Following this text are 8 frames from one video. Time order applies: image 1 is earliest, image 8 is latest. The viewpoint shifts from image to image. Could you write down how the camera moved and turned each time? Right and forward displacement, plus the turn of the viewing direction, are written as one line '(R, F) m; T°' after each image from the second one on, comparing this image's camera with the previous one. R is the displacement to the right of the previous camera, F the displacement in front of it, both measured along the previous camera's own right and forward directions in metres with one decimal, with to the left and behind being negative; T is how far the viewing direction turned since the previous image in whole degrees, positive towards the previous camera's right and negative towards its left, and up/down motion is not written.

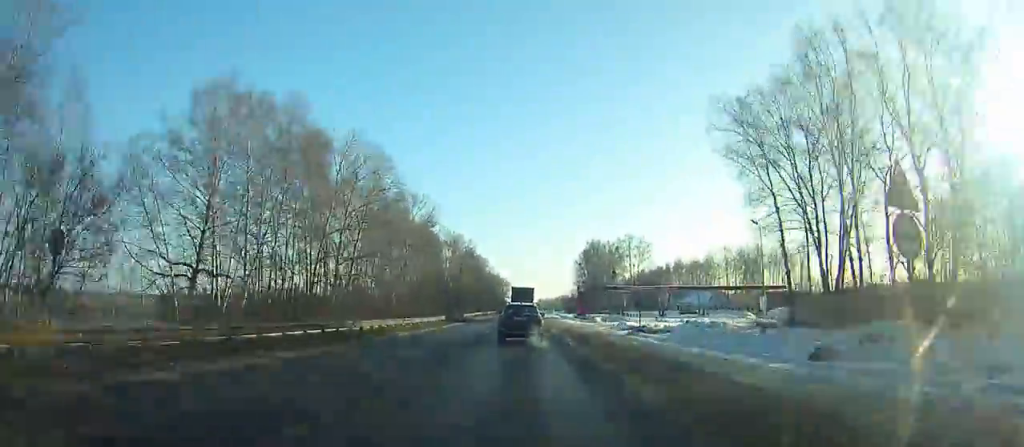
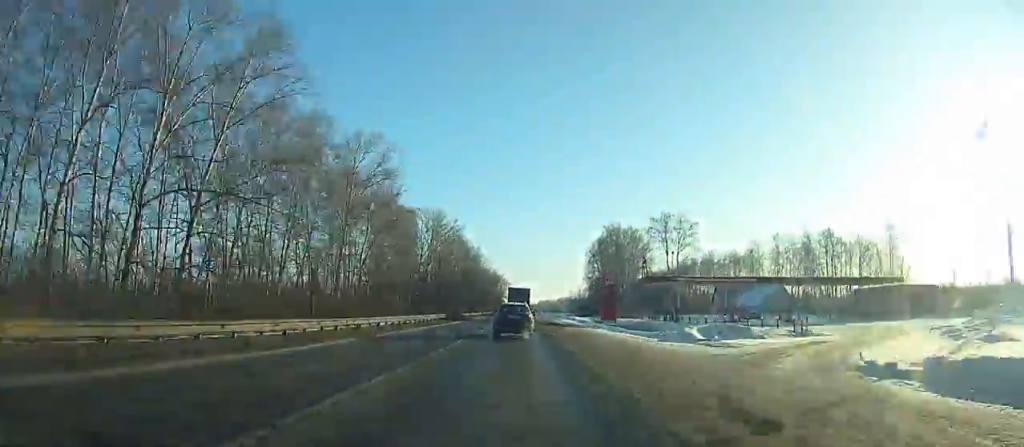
(+0.2, +39.3) m; 0°
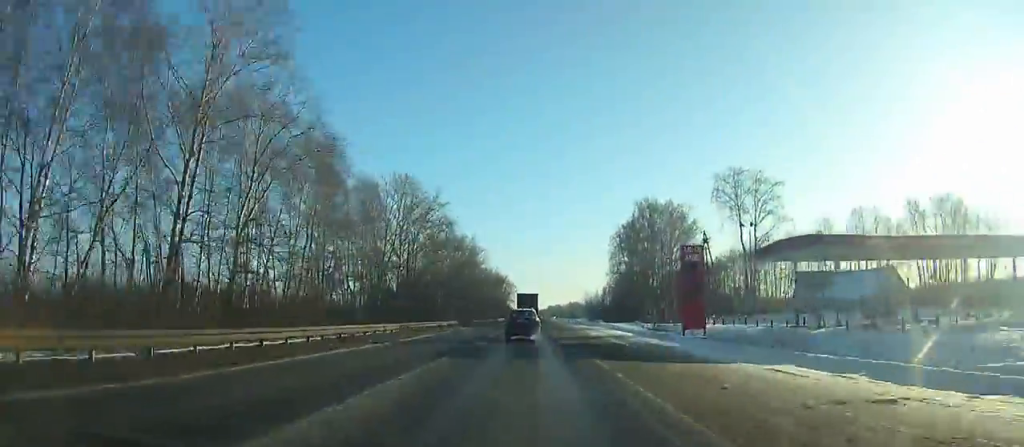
(-0.2, +37.2) m; 0°
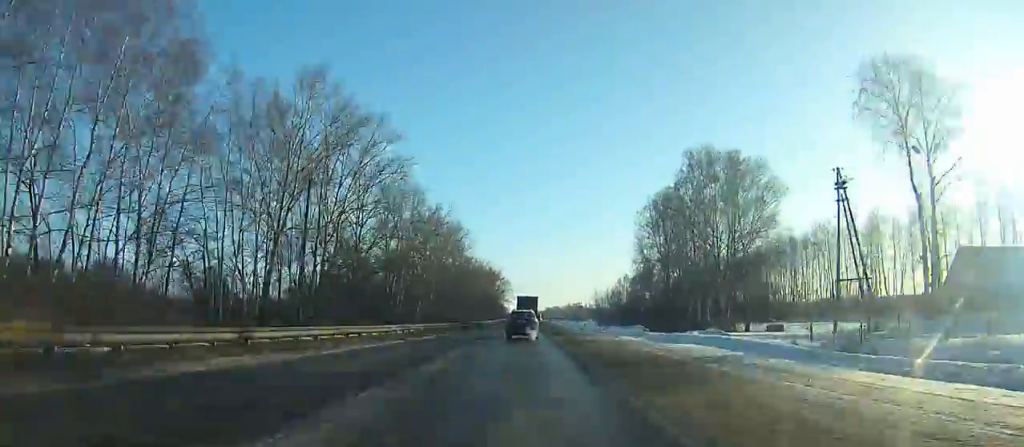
(-0.2, +37.6) m; 0°
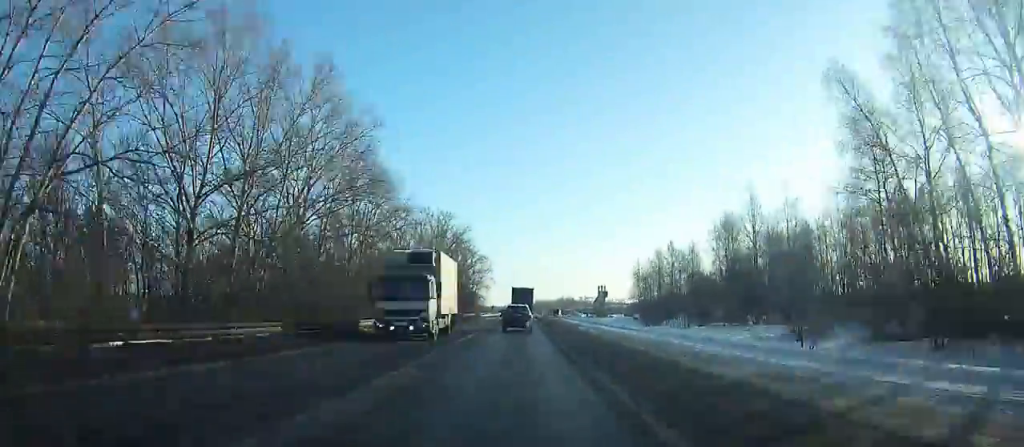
(+0.3, +80.3) m; +1°
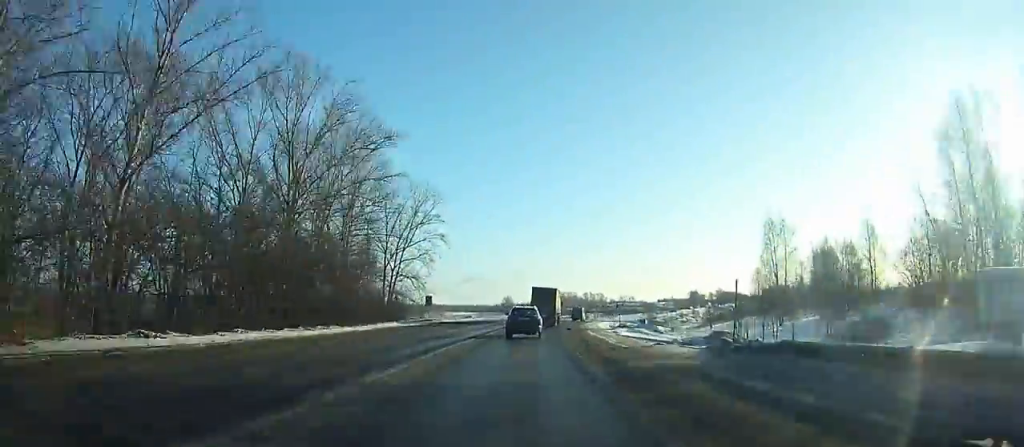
(+1.0, +106.0) m; +3°
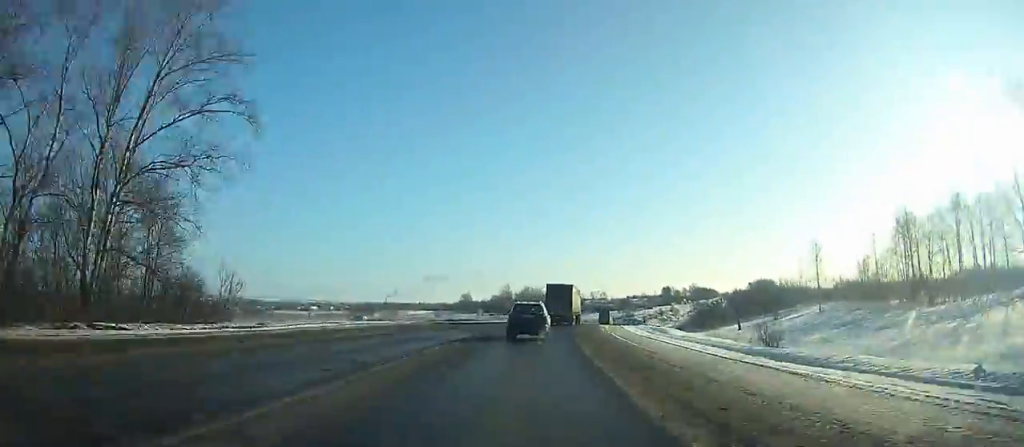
(+1.2, +53.1) m; +5°
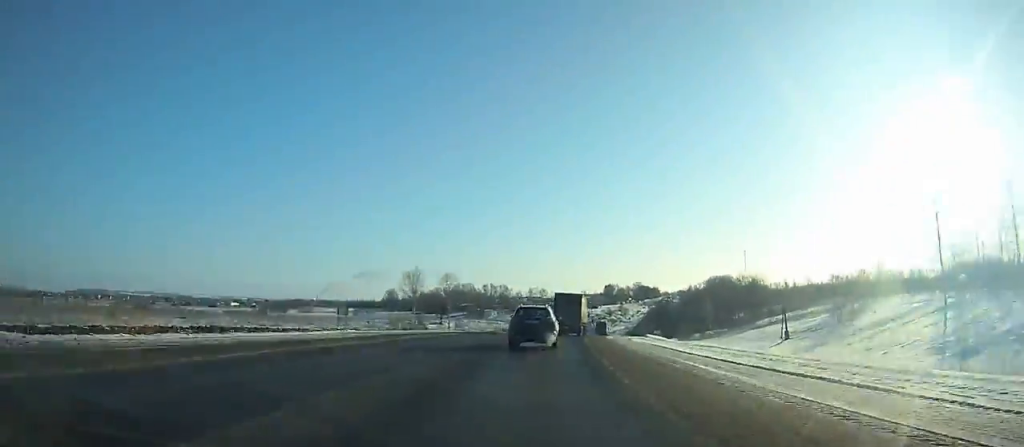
(+2.8, +54.9) m; +7°
